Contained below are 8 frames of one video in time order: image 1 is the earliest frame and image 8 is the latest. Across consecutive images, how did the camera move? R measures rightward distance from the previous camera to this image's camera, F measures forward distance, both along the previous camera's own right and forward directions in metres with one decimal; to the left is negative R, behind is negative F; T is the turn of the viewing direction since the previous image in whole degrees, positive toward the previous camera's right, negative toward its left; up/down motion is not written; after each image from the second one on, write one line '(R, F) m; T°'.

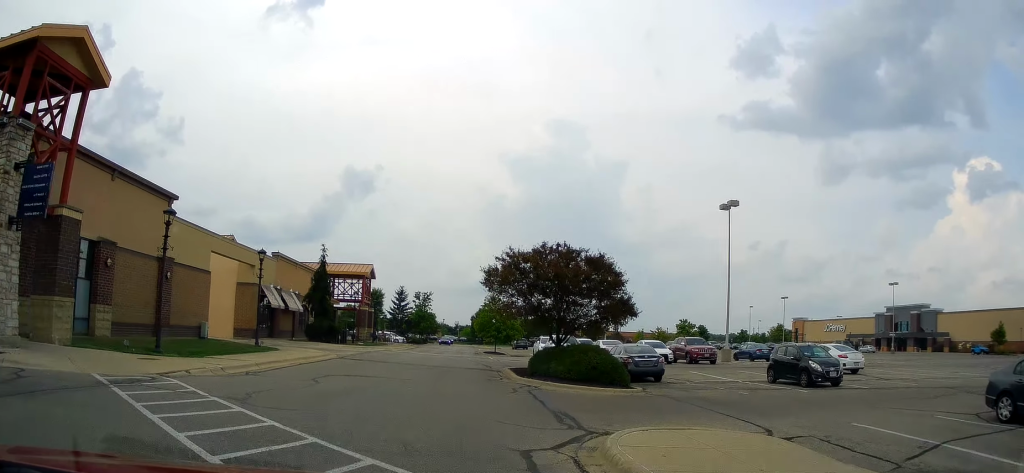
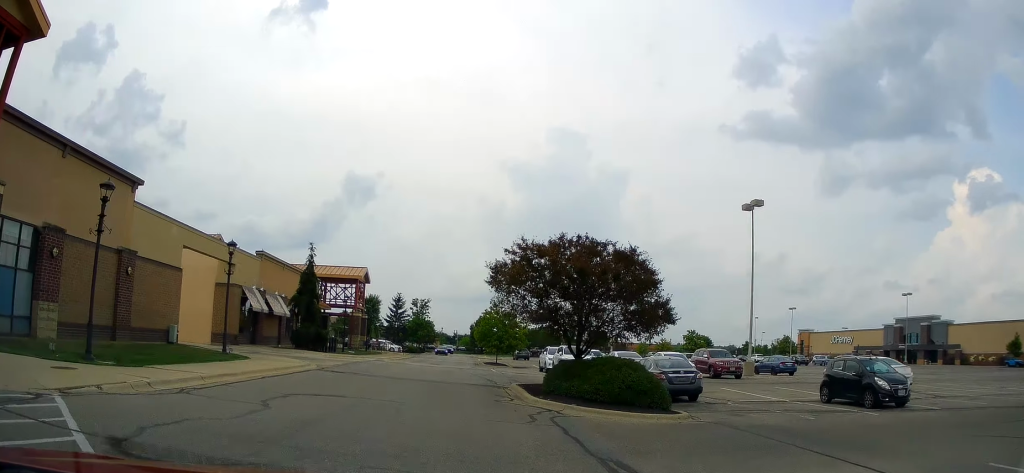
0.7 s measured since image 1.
(0.0, +4.1) m; 0°
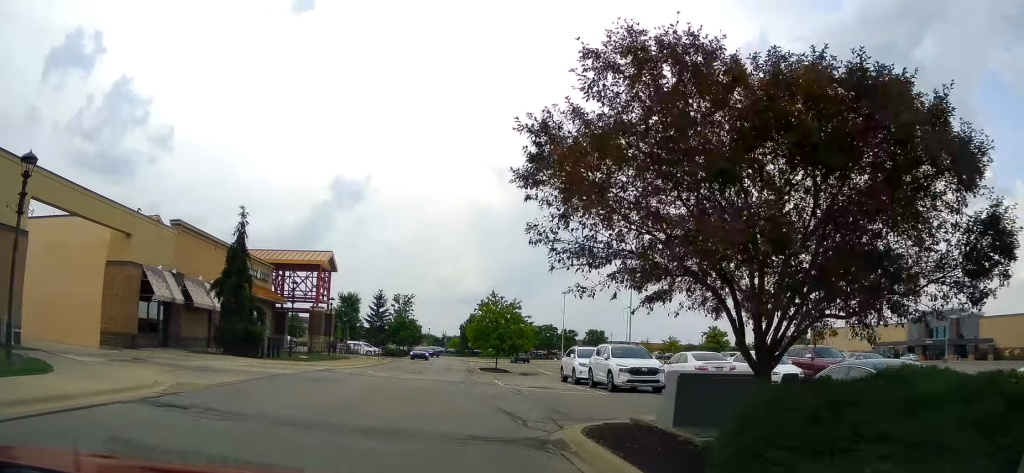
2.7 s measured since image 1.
(+1.0, +12.3) m; +7°
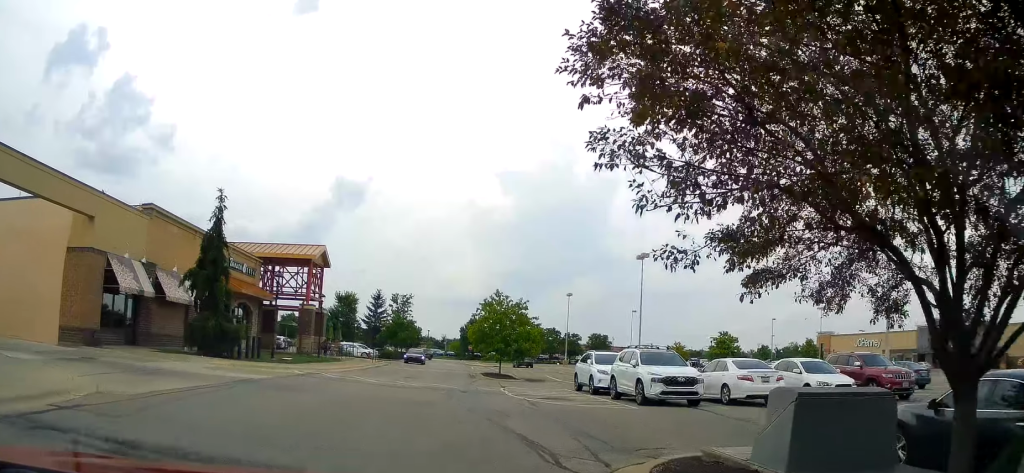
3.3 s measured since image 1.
(+0.2, +3.4) m; -1°
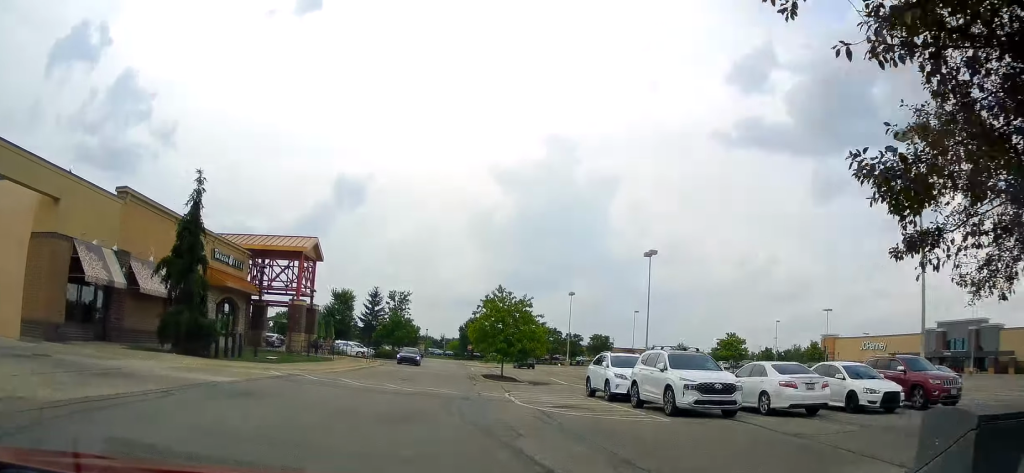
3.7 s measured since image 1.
(-0.3, +2.6) m; -3°
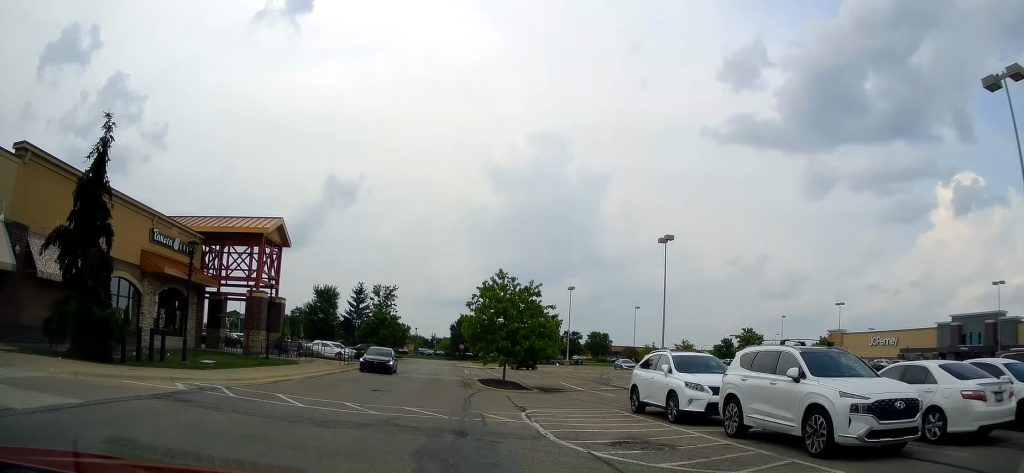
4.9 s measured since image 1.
(-0.4, +7.2) m; -3°
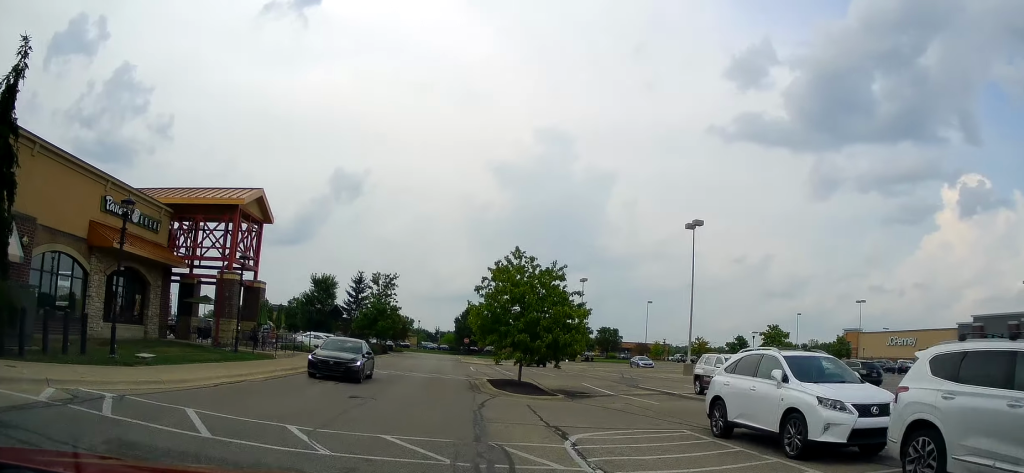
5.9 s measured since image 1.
(0.0, +5.7) m; 0°
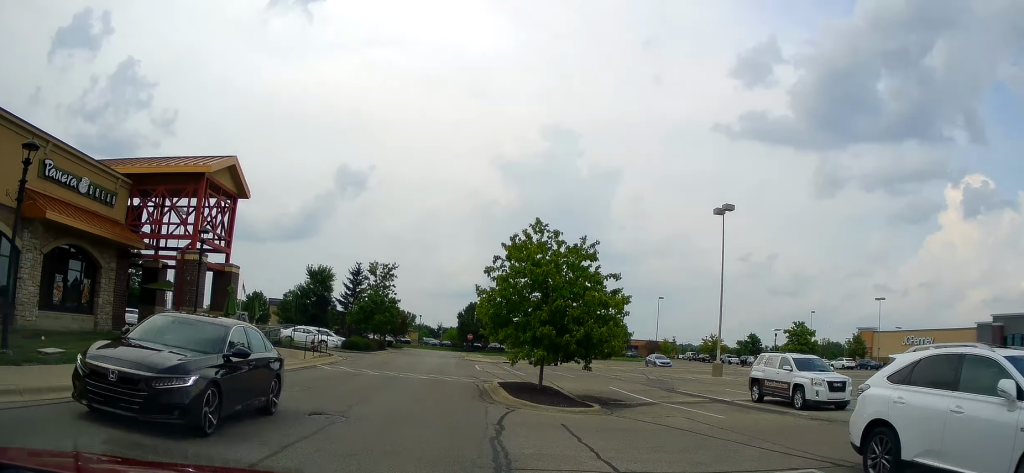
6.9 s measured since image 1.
(0.0, +5.9) m; +3°
